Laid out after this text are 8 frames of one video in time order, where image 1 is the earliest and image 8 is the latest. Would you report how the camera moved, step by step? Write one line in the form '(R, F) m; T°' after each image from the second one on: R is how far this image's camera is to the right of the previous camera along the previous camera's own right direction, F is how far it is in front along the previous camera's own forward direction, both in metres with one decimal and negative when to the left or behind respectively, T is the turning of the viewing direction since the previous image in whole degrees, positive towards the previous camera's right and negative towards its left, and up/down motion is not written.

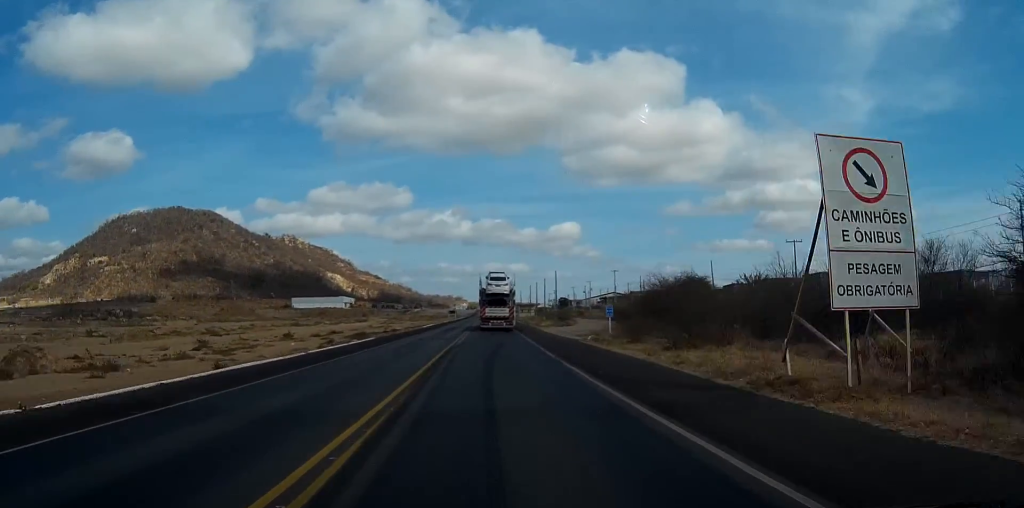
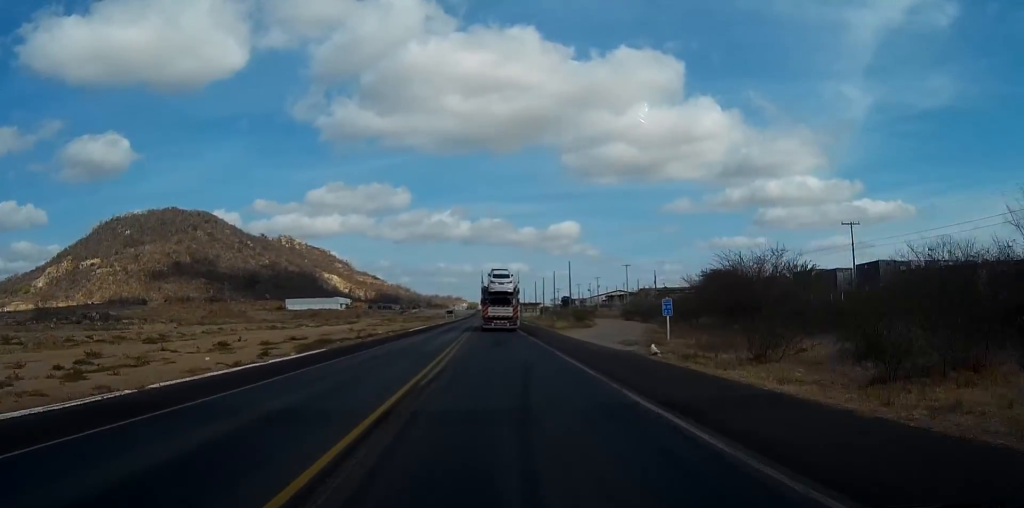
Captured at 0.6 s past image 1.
(+0.1, +15.9) m; 0°
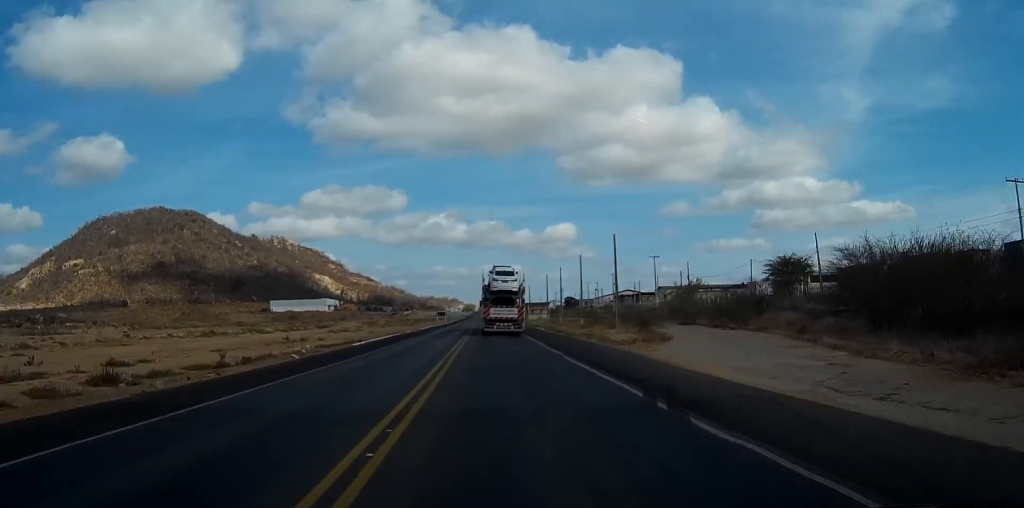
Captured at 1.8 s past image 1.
(+0.1, +30.1) m; 0°
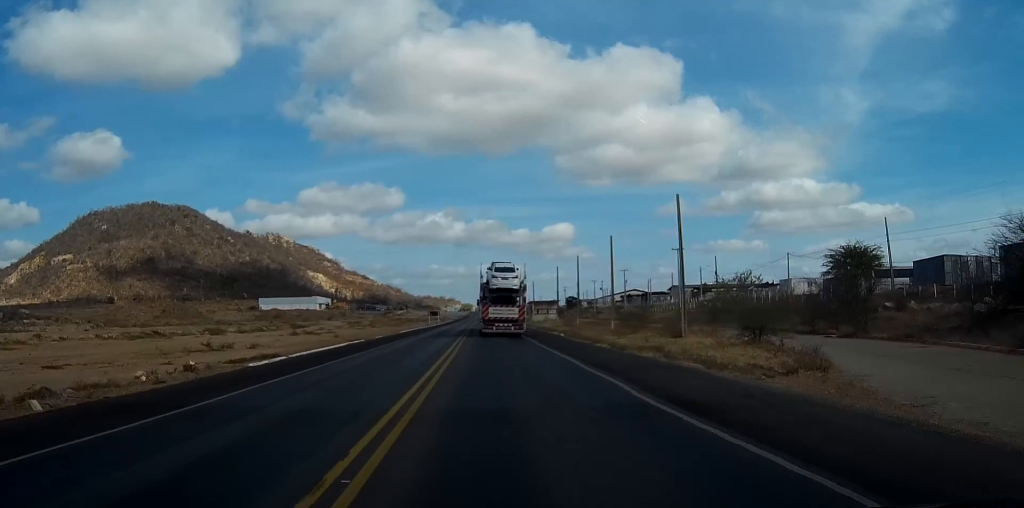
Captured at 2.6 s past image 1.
(0.0, +18.4) m; 0°
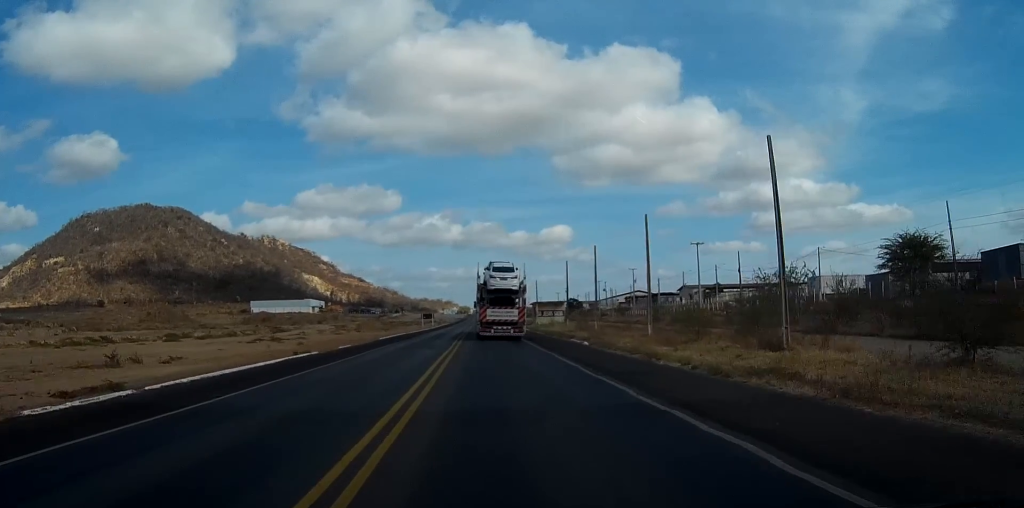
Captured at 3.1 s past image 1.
(0.0, +12.6) m; 0°
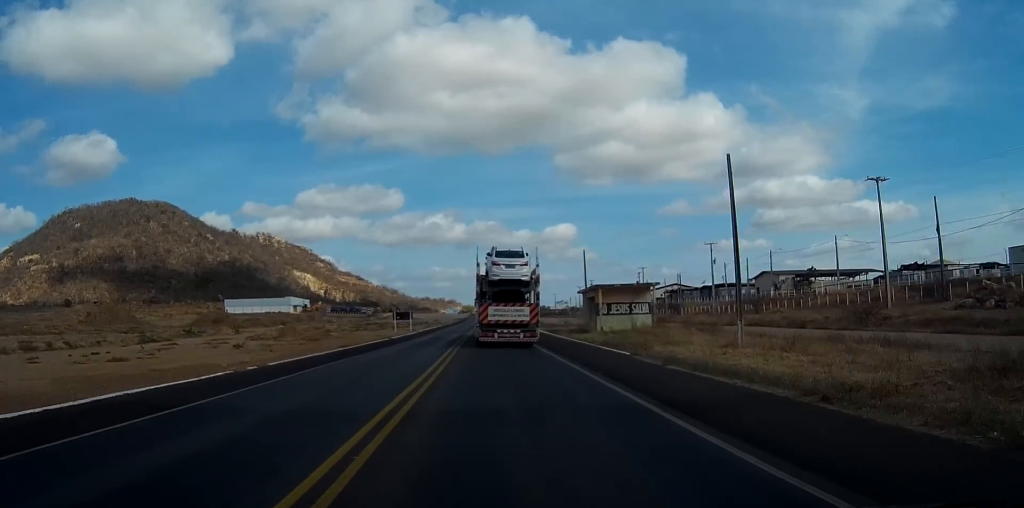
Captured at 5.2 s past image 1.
(+0.3, +52.8) m; 0°
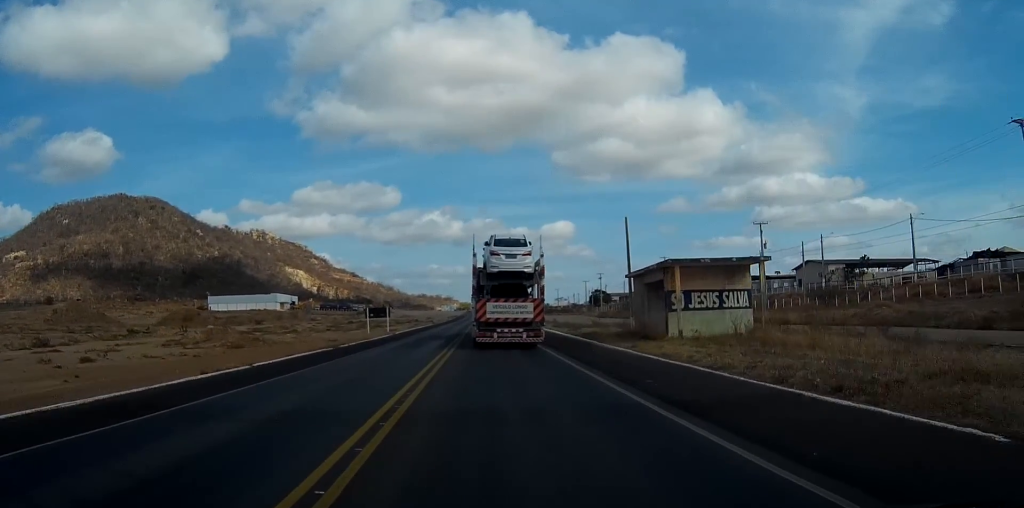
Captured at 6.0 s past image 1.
(0.0, +20.9) m; 0°
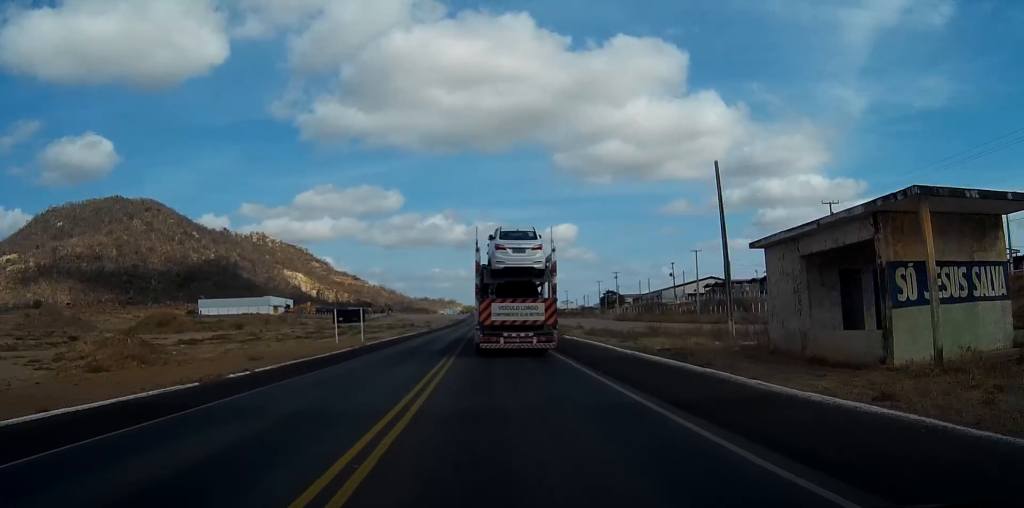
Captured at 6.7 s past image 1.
(-0.2, +18.3) m; -1°
